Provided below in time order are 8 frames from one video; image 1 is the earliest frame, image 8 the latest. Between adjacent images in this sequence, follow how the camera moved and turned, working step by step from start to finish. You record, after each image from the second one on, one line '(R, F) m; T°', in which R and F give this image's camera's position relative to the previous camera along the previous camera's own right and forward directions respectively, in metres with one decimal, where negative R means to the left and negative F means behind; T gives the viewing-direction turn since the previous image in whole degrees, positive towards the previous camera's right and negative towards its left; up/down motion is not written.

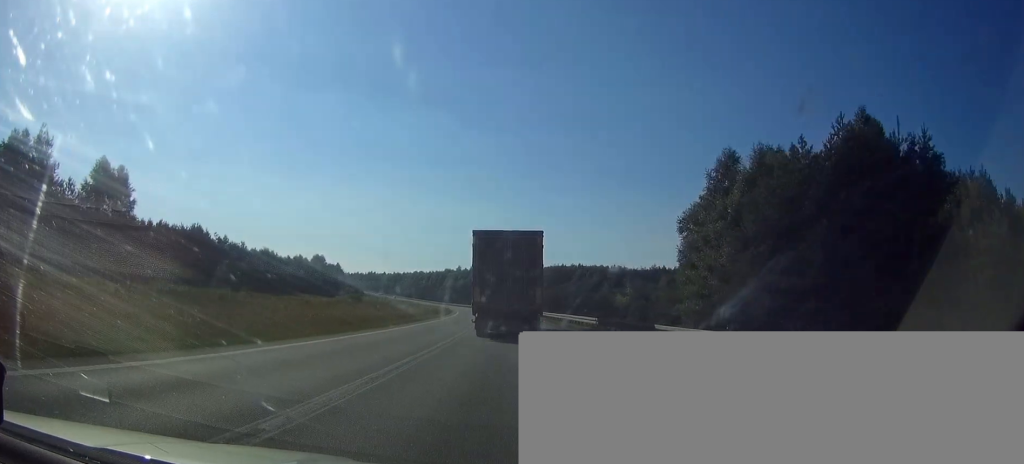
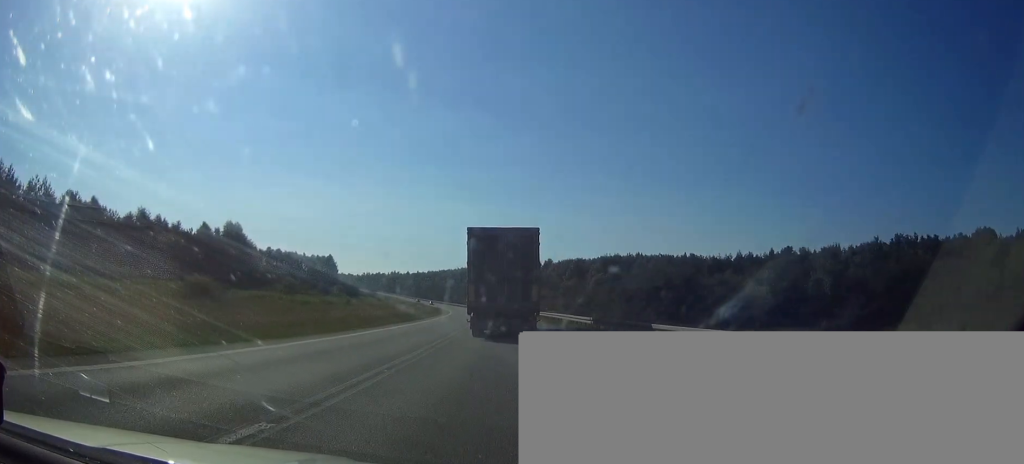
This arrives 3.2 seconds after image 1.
(-2.2, +75.8) m; -4°
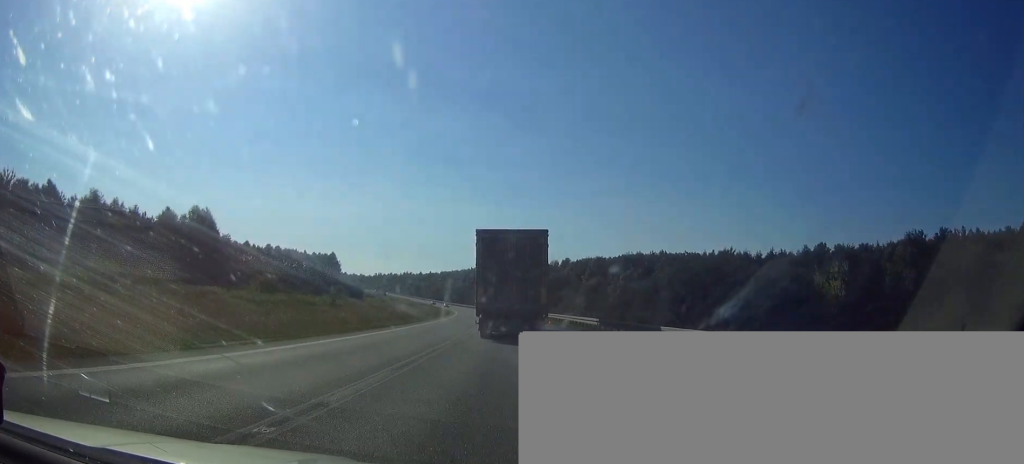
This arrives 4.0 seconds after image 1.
(-0.2, +18.0) m; -1°
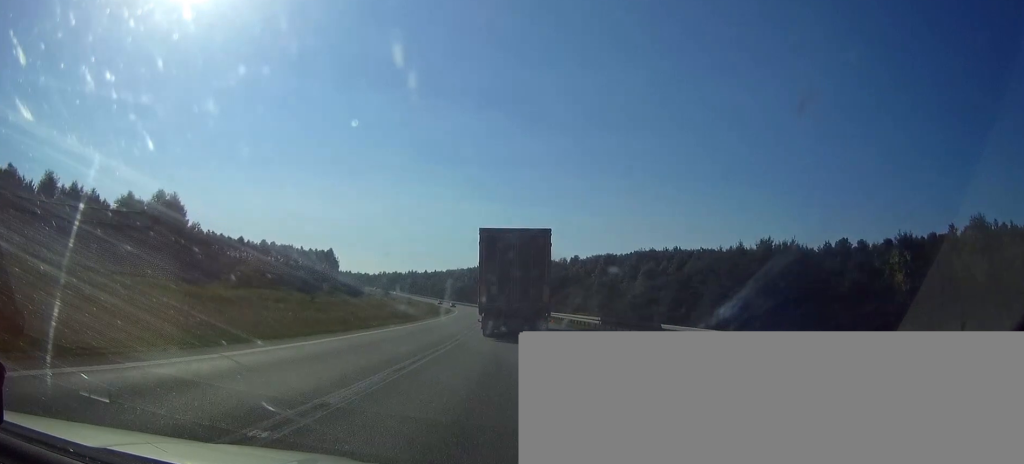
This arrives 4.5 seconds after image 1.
(0.0, +12.4) m; 0°
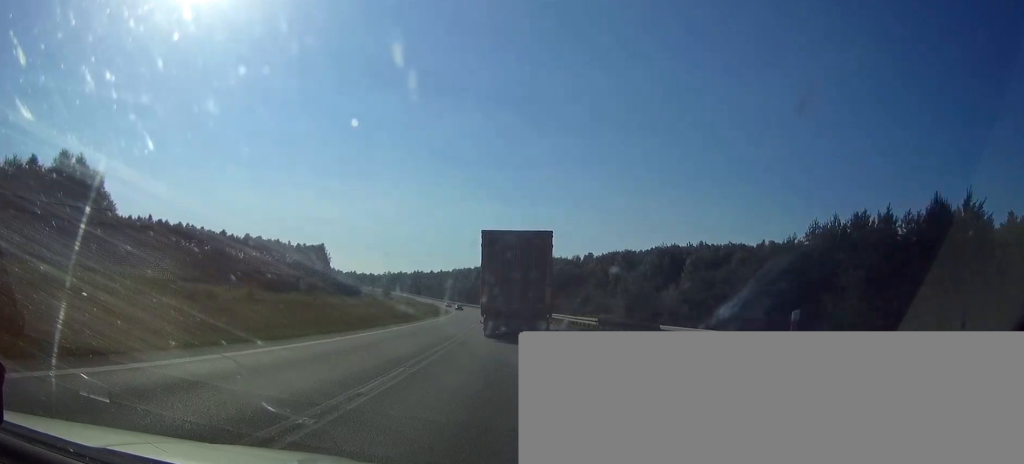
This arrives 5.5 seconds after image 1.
(-0.2, +23.3) m; -1°
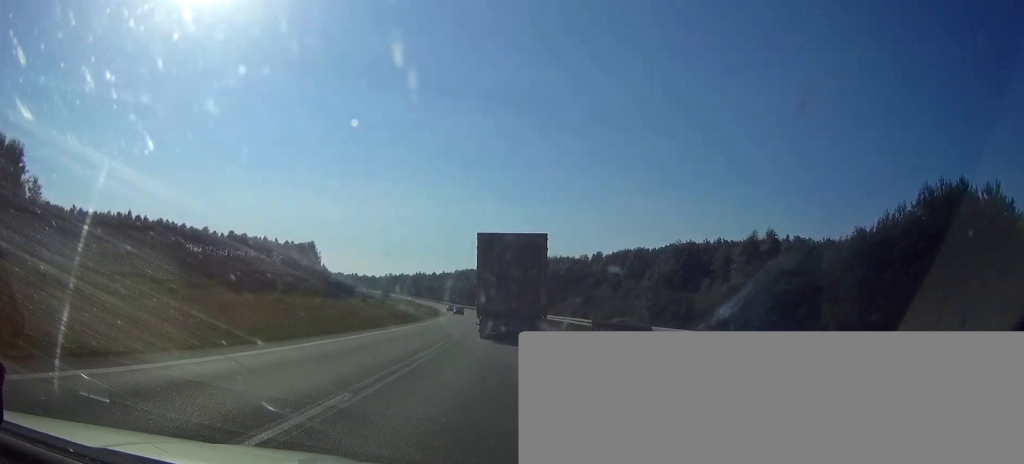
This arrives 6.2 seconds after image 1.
(0.0, +16.3) m; -1°
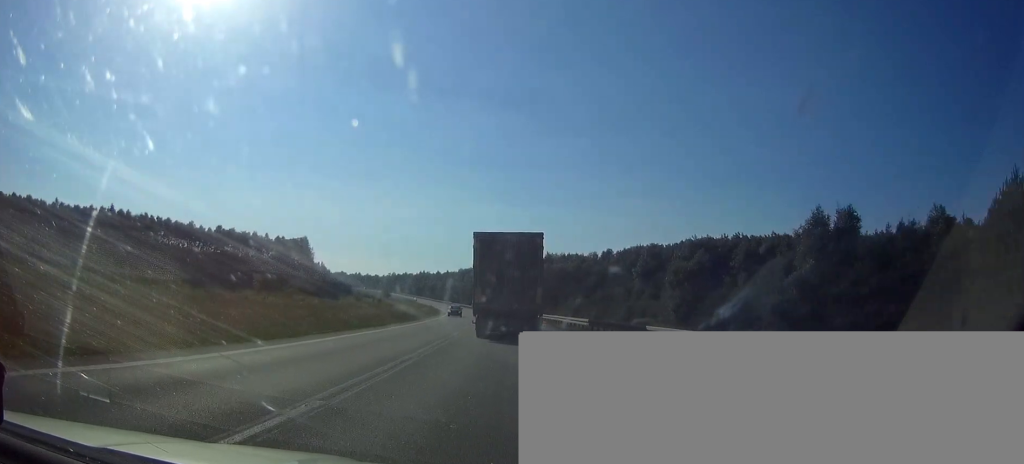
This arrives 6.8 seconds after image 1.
(+0.1, +13.2) m; -1°
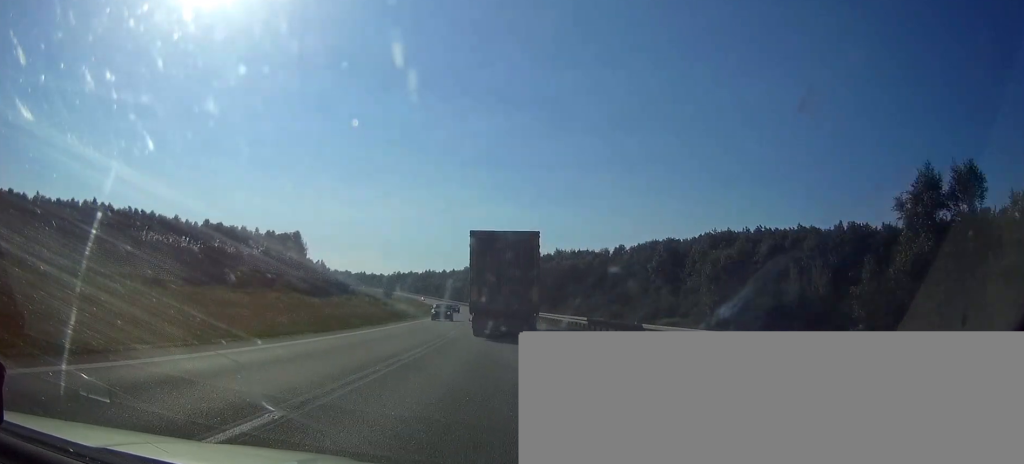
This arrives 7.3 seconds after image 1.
(-0.2, +13.2) m; -1°
